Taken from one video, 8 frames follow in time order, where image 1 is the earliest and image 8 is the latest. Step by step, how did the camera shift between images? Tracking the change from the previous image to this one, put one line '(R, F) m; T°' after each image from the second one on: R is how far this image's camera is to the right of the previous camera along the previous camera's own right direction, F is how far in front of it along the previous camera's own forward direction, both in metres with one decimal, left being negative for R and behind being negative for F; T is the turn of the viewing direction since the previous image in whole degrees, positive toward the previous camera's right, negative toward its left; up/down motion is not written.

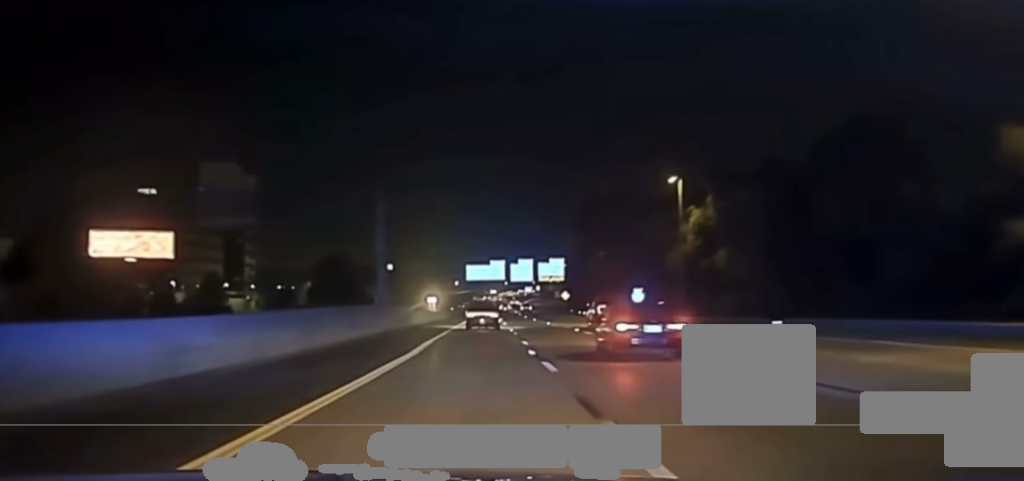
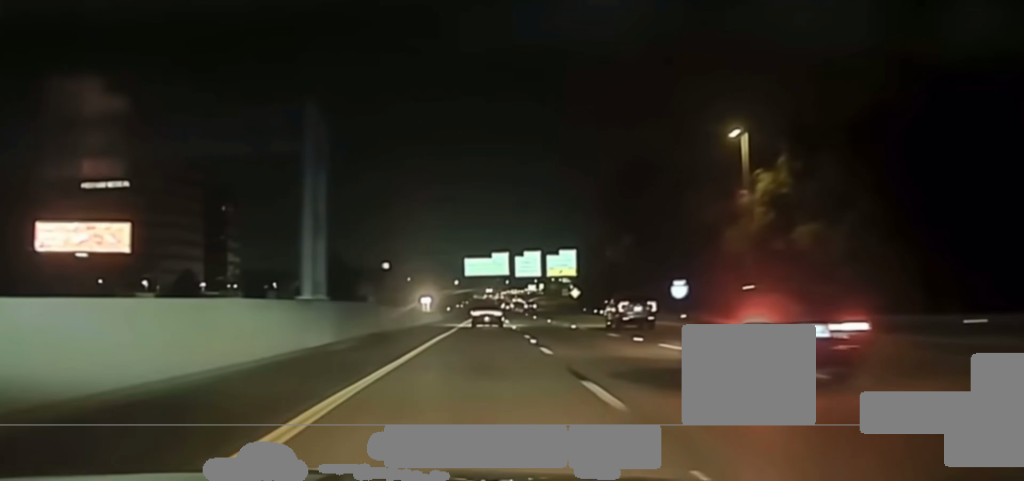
(0.0, +21.3) m; 0°
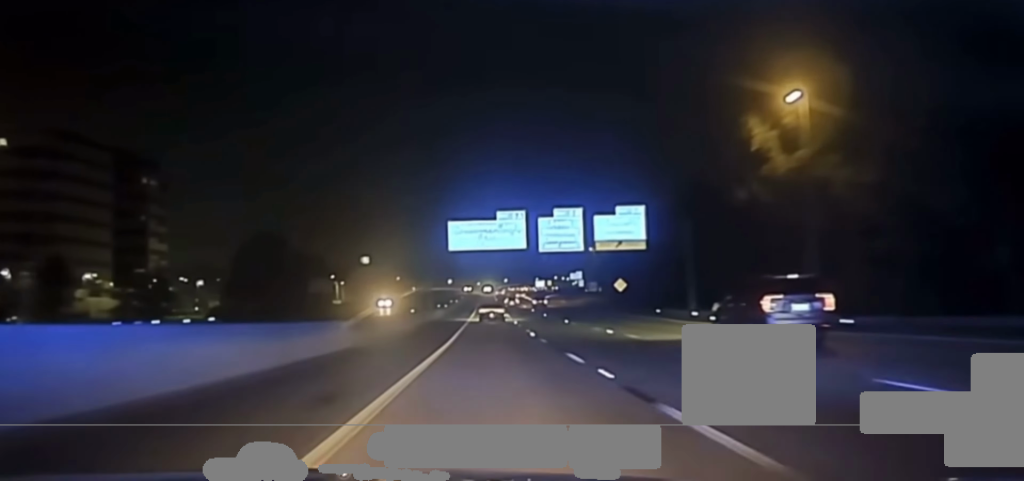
(0.0, +63.1) m; 0°
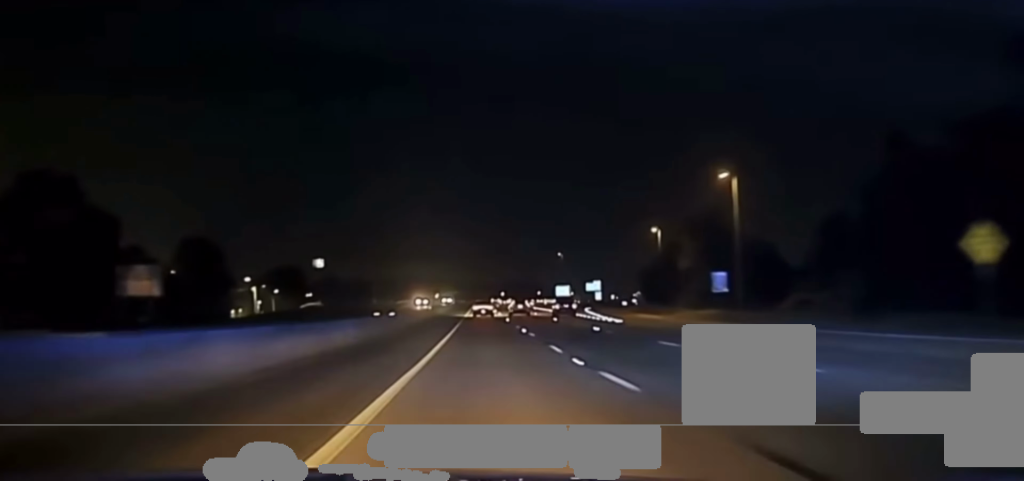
(+1.0, +91.5) m; +1°
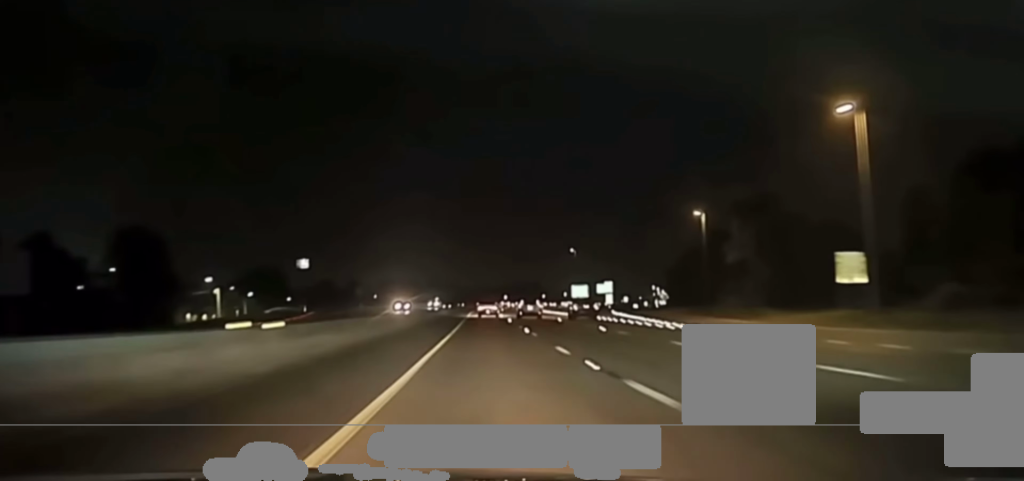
(-0.2, +24.6) m; 0°
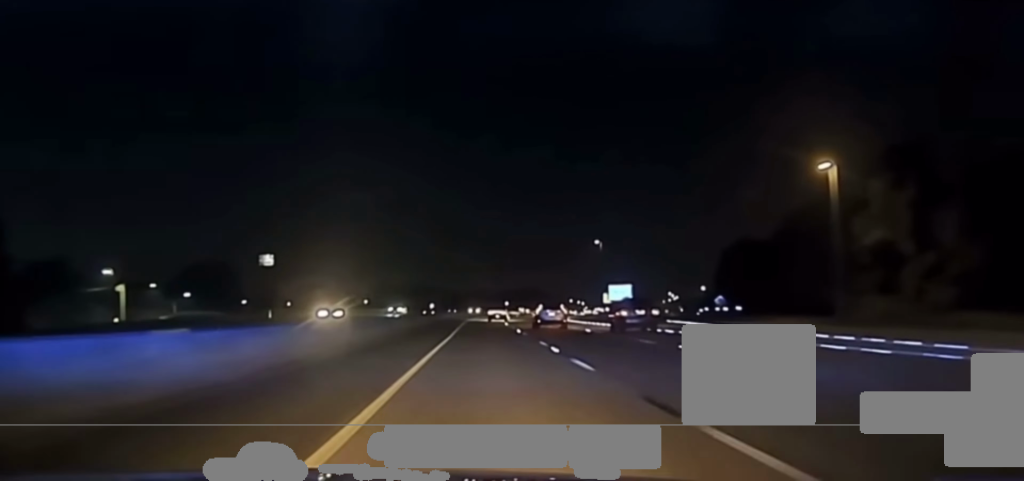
(+0.1, +38.9) m; 0°
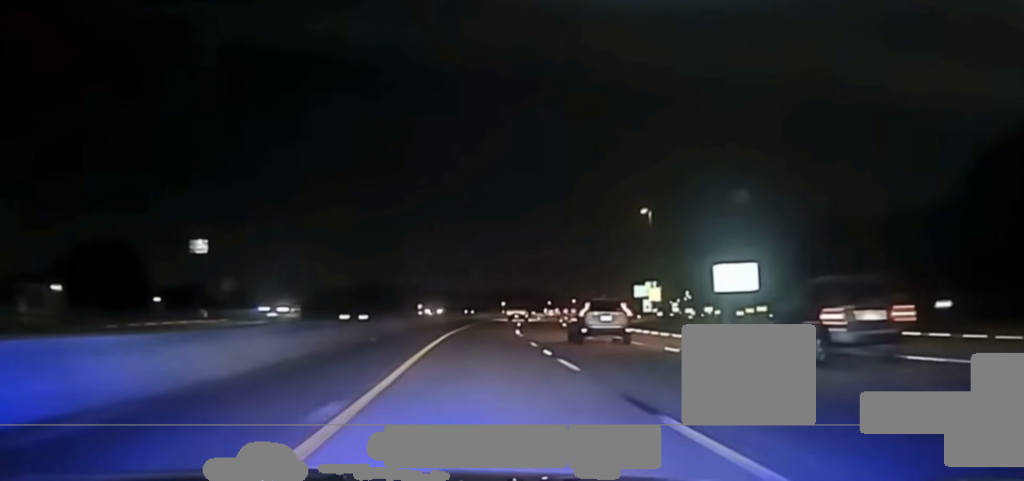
(+0.4, +49.2) m; +1°
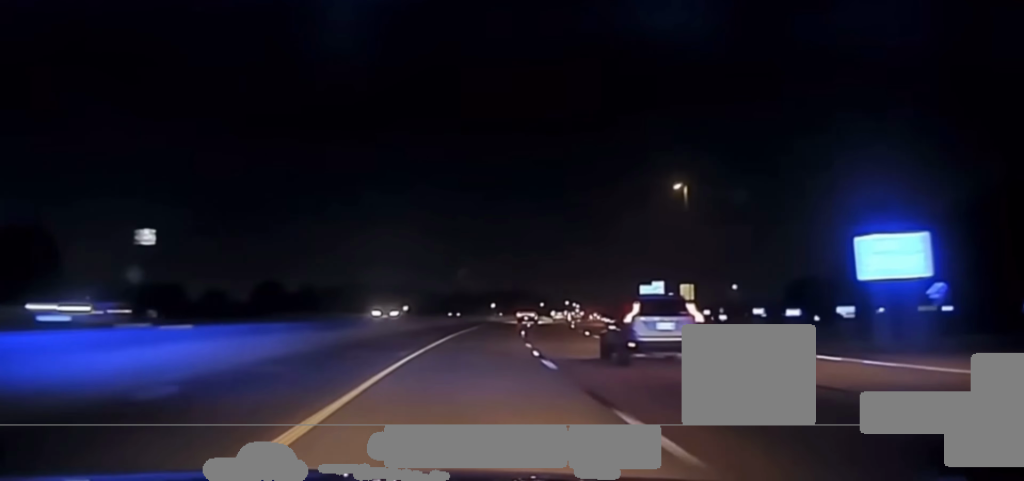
(-0.3, +25.1) m; +1°
